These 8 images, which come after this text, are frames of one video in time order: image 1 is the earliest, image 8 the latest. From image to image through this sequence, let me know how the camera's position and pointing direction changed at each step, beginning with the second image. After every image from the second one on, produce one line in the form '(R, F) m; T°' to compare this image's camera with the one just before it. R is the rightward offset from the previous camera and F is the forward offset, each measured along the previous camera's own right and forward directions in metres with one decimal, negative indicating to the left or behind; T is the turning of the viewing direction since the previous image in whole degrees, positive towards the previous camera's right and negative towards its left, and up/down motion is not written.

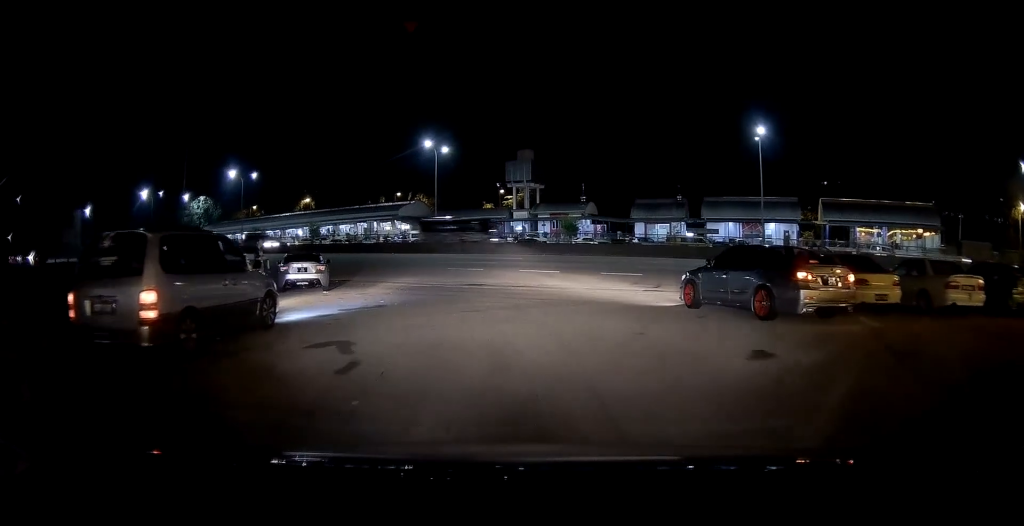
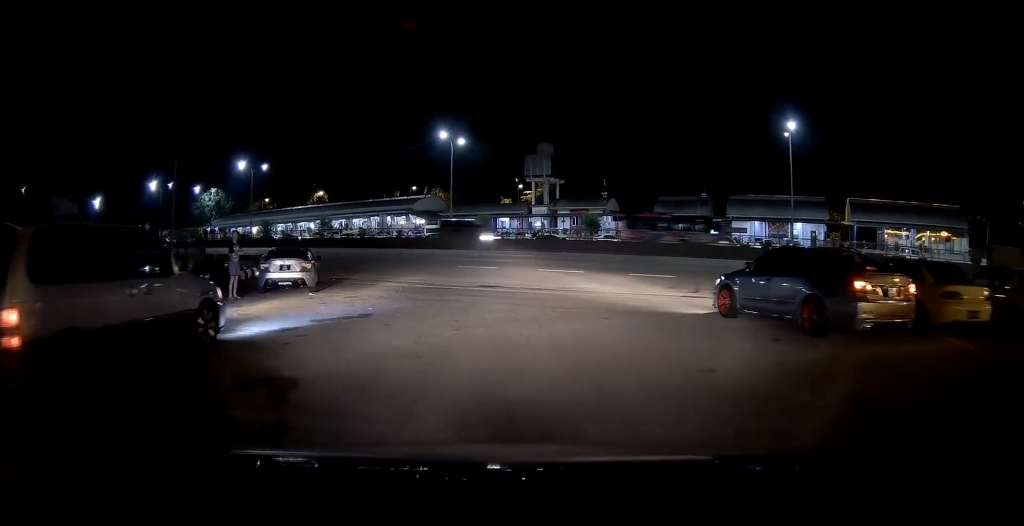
(-0.4, +2.7) m; -9°
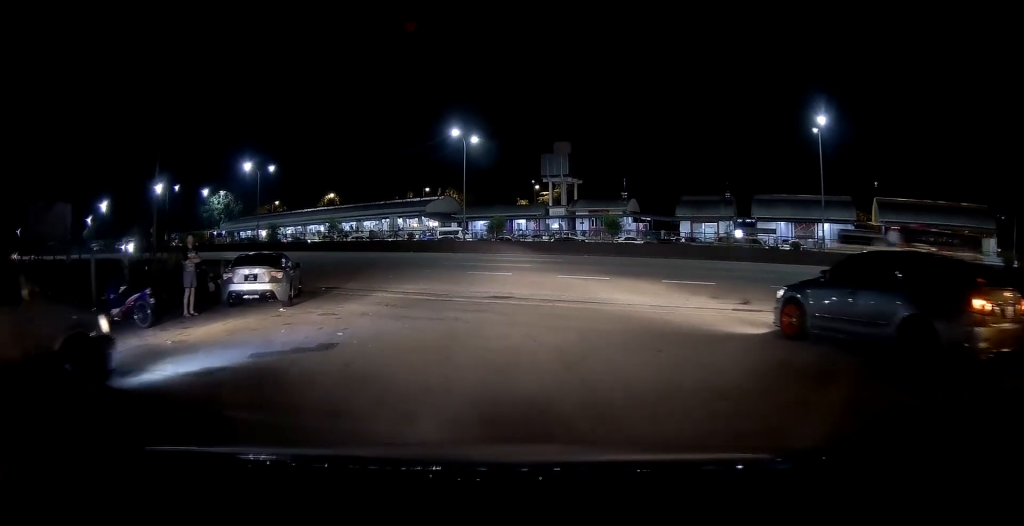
(0.0, +3.0) m; -2°
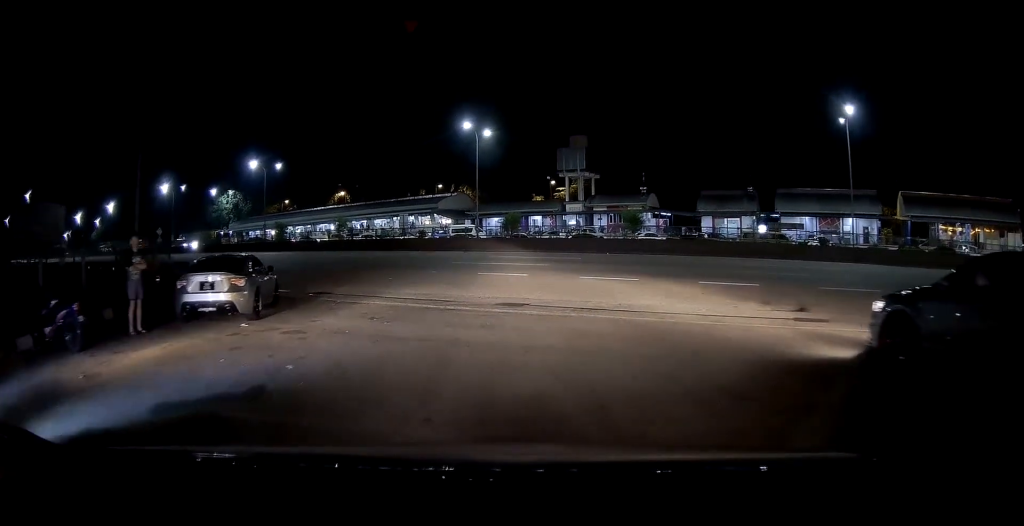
(-0.1, +2.6) m; -2°
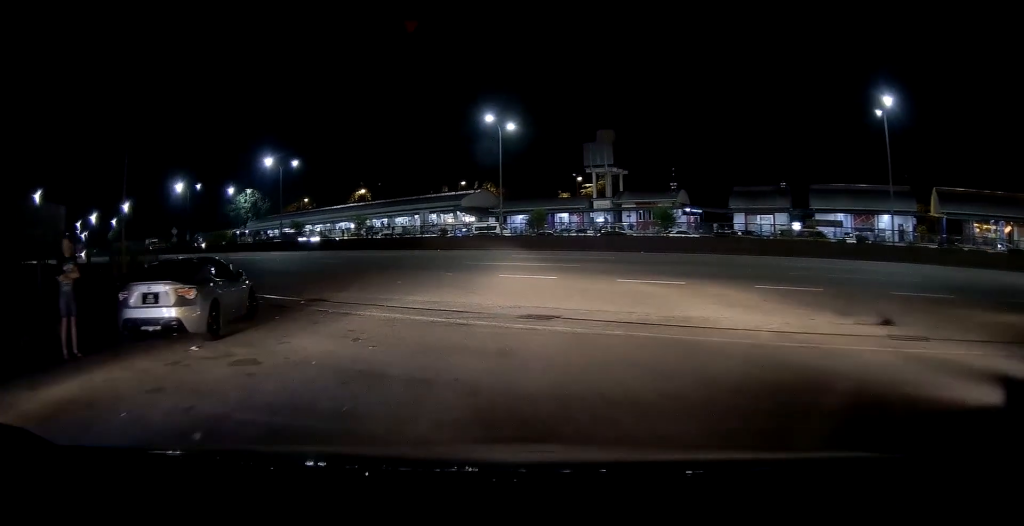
(0.0, +2.5) m; -1°
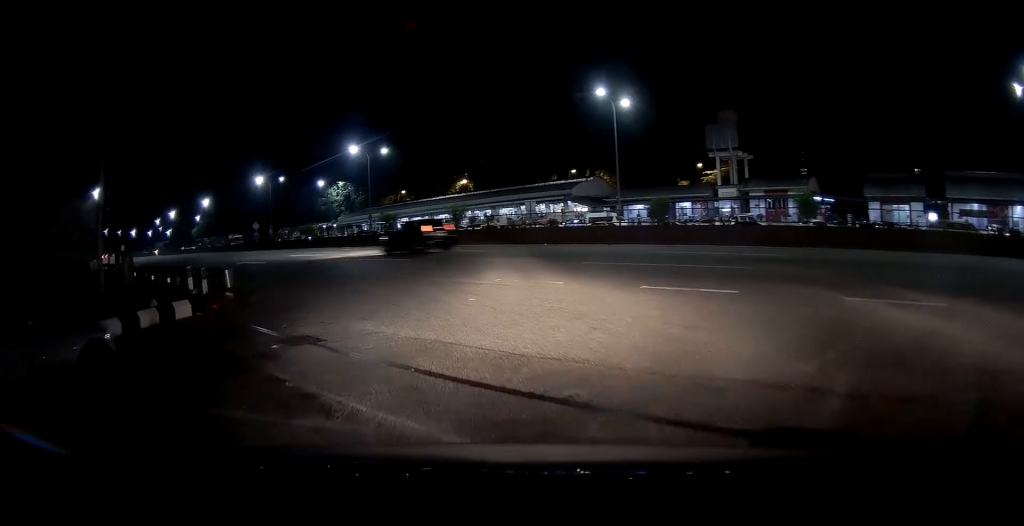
(-0.1, +7.1) m; -3°
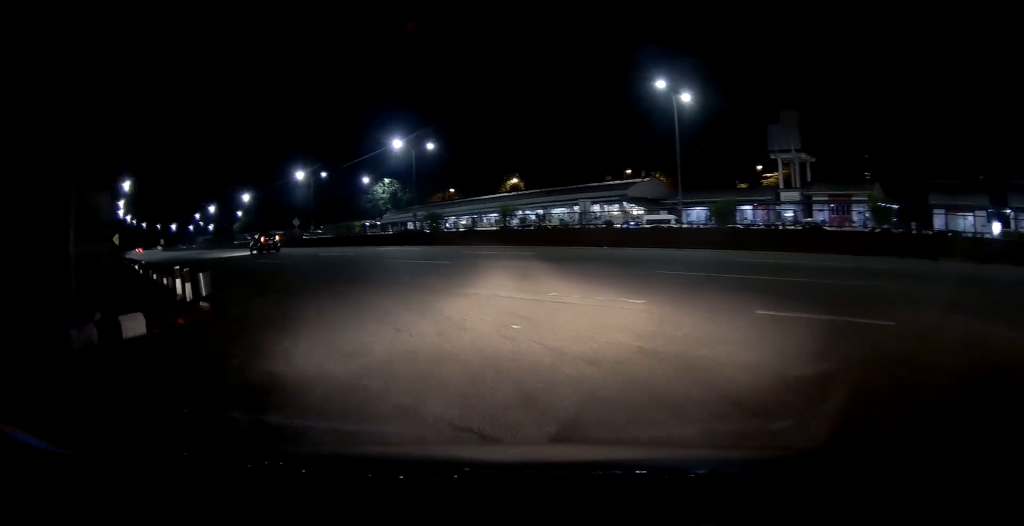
(-0.1, +3.8) m; -3°
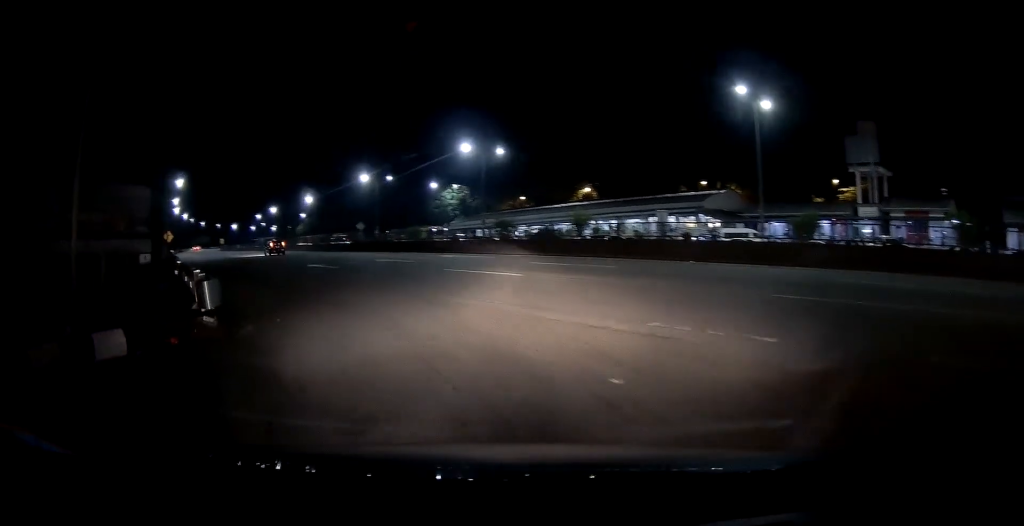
(+0.1, +2.6) m; -8°
